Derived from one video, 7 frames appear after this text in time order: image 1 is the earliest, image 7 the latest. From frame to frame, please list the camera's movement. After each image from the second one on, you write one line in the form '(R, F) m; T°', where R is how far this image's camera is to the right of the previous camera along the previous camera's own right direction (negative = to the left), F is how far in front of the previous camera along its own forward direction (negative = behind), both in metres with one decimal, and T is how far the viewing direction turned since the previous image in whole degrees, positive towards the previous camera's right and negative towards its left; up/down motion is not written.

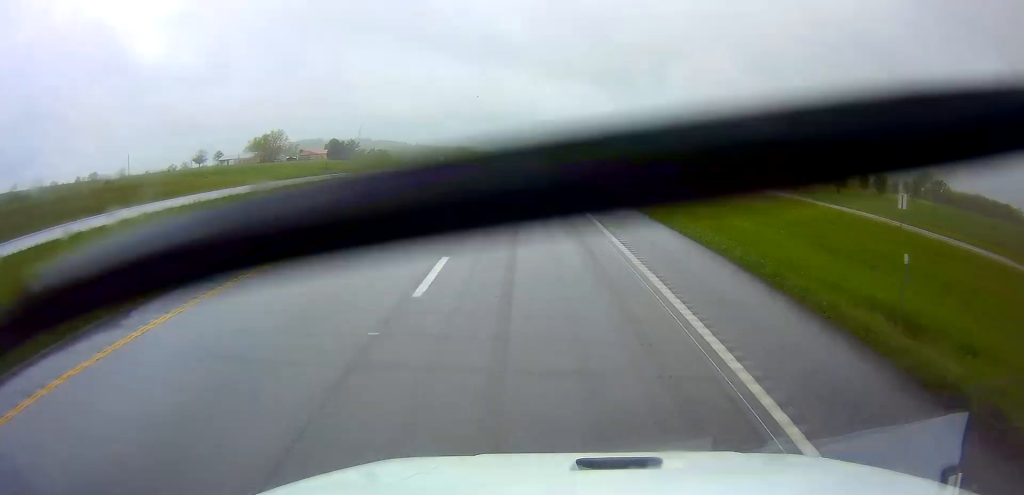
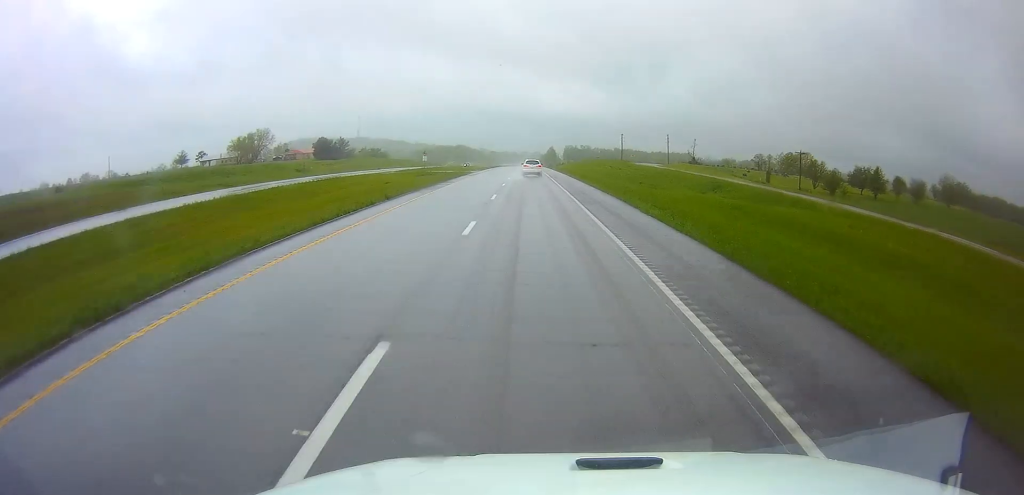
(0.0, +17.7) m; 0°
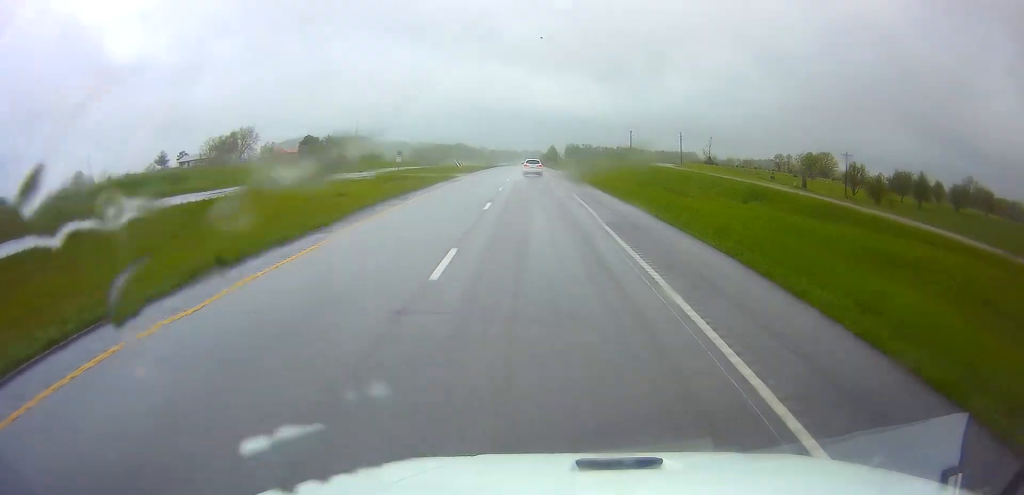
(+0.1, +17.7) m; 0°
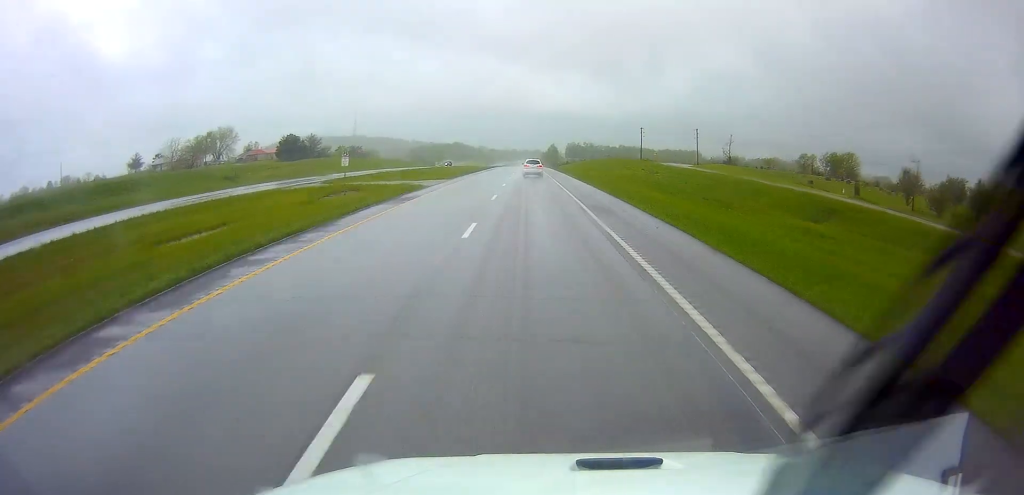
(0.0, +19.6) m; 0°
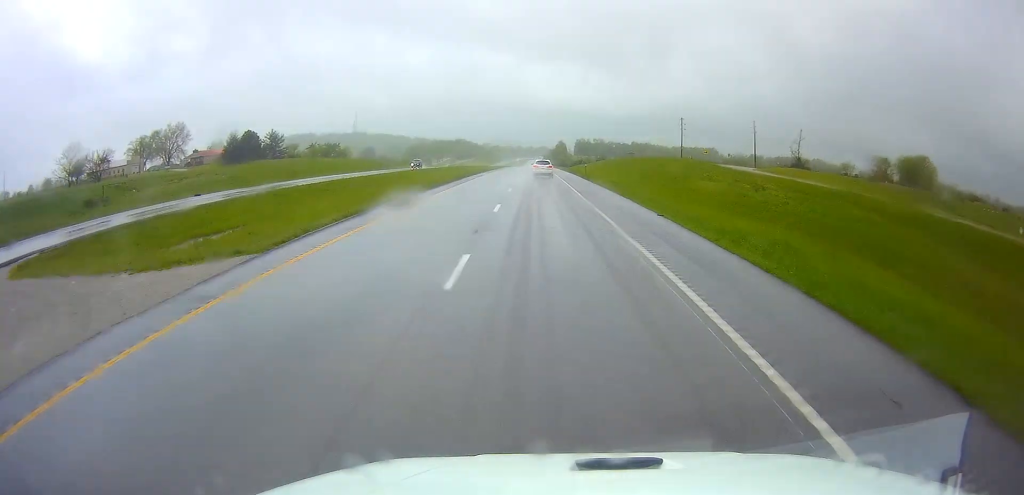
(-0.2, +42.1) m; -1°
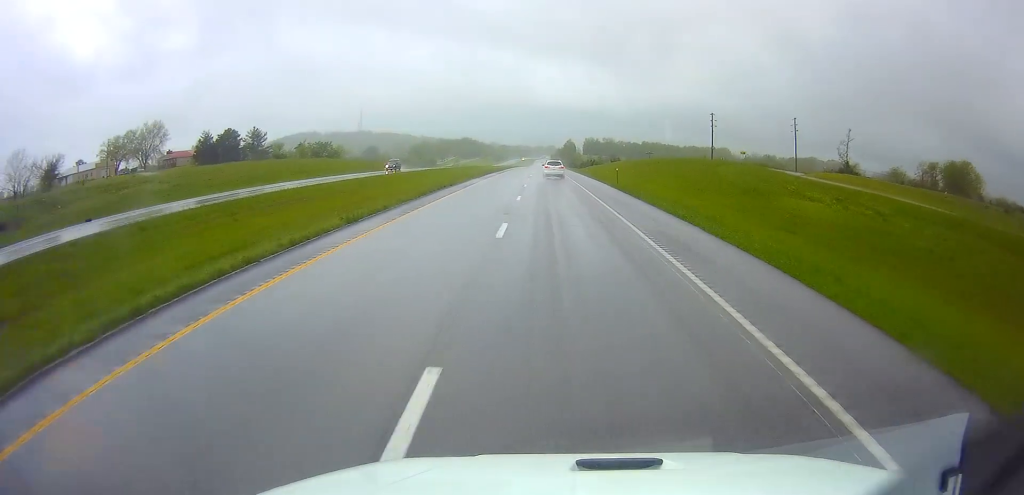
(-0.1, +18.6) m; 0°
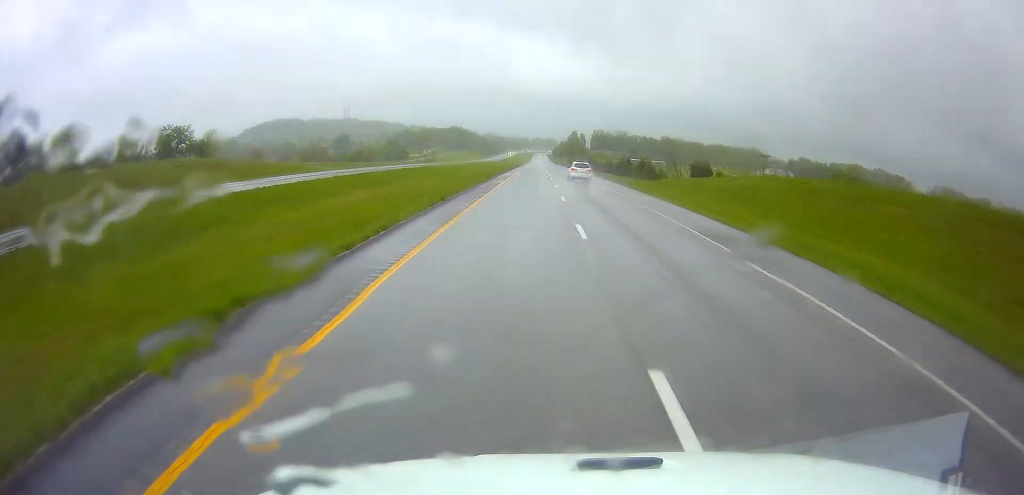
(+0.1, +97.9) m; 0°
